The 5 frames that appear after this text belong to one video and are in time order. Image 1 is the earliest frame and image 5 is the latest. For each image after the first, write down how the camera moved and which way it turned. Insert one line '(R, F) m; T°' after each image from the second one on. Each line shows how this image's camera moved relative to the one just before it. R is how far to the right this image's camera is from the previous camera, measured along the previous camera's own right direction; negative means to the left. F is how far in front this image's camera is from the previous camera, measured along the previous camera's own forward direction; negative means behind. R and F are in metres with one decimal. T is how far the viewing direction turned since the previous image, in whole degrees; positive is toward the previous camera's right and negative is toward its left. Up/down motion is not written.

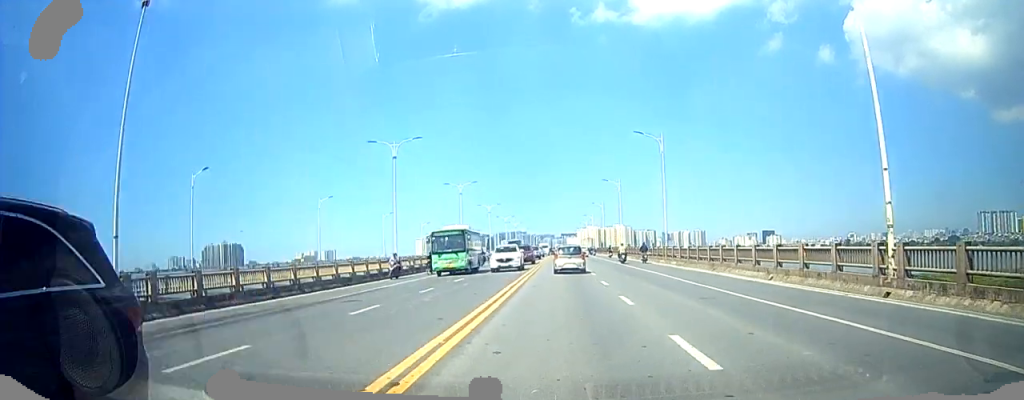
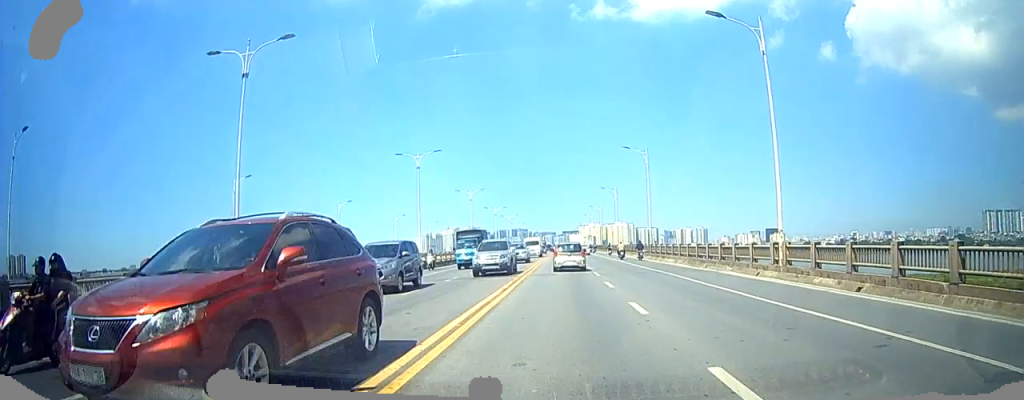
(-0.9, +20.7) m; 0°
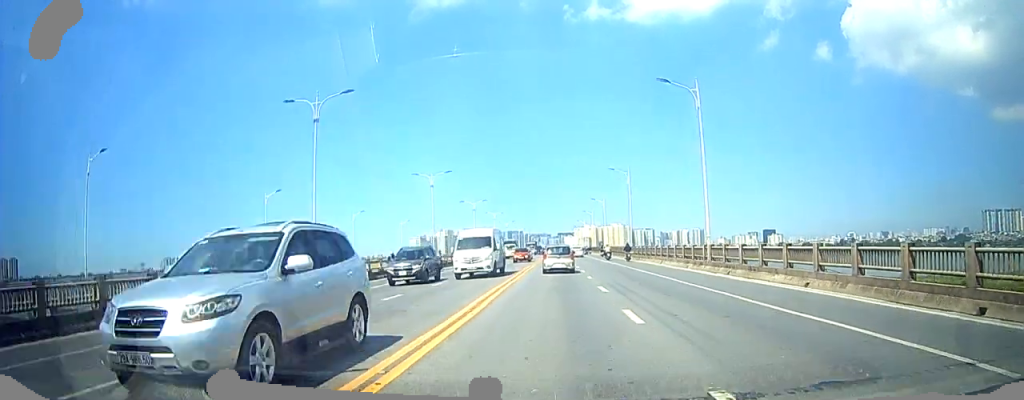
(+0.8, +21.3) m; +2°
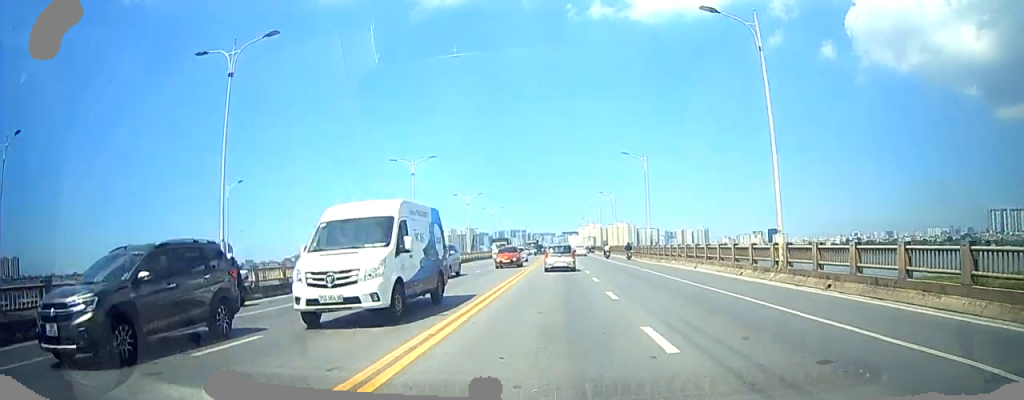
(0.0, +9.6) m; -1°
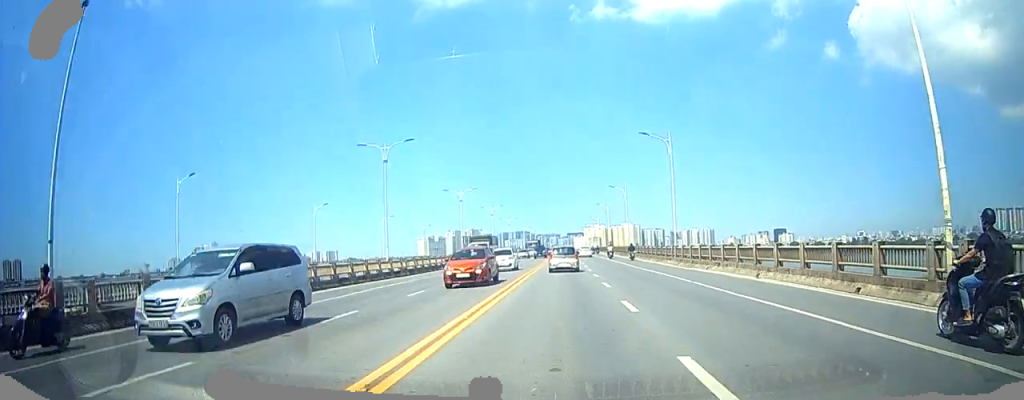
(-0.1, +9.5) m; -2°
